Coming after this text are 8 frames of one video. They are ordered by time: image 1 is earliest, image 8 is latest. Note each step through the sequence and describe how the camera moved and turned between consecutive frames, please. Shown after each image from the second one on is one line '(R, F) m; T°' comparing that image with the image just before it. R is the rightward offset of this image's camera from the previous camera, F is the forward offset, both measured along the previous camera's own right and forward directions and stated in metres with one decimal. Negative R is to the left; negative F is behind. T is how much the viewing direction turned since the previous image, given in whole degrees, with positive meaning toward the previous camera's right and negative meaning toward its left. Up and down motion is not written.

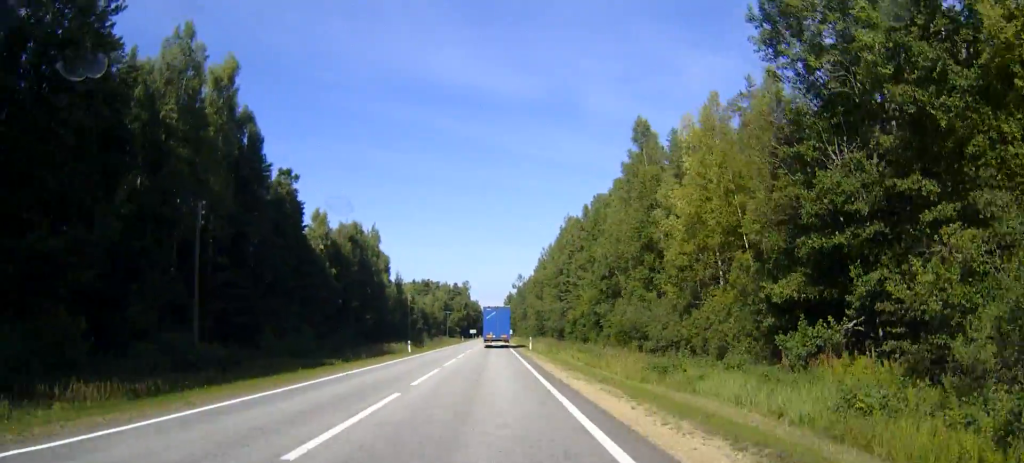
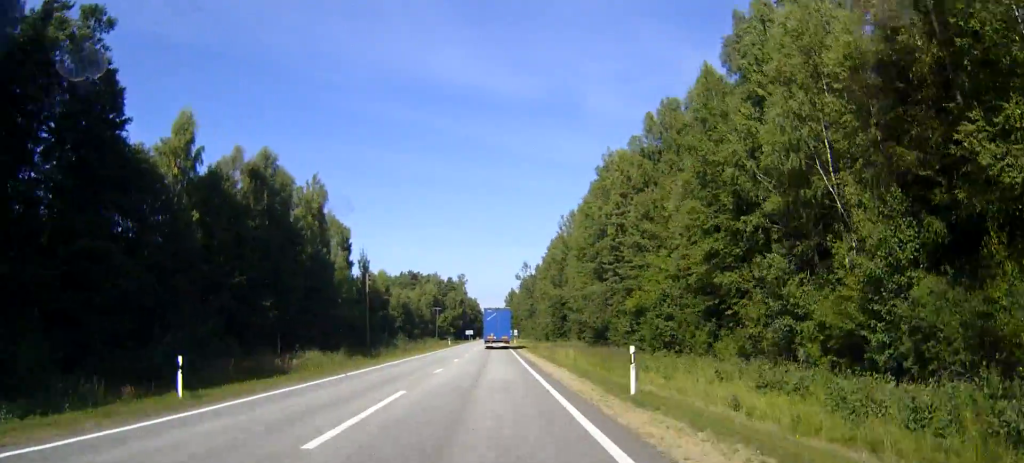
(0.0, +46.9) m; 0°
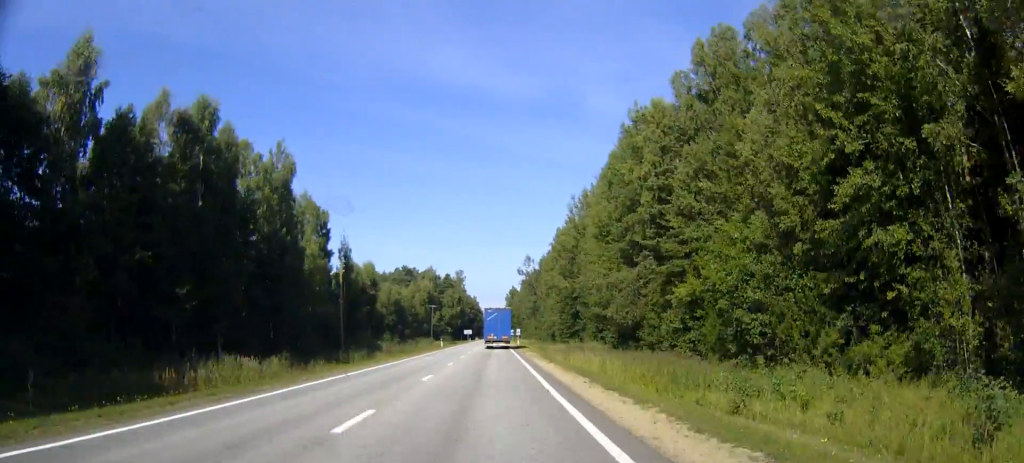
(0.0, +16.8) m; 0°
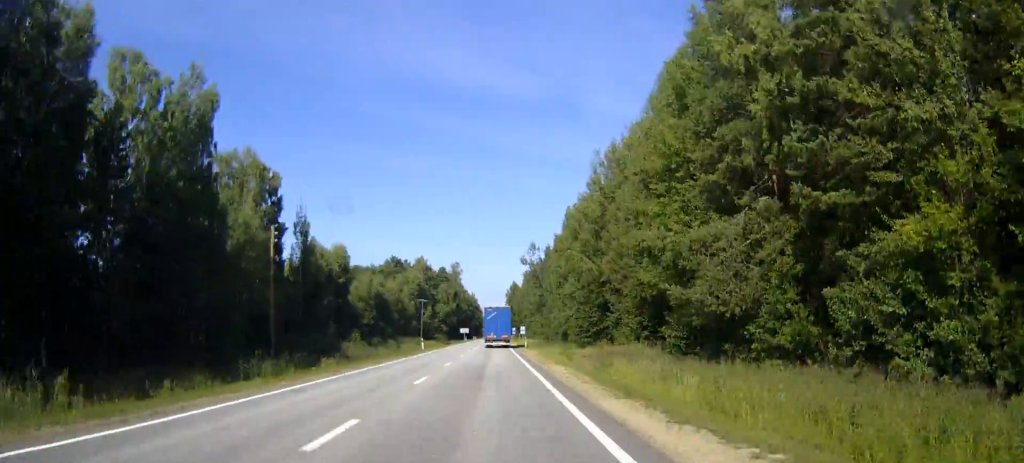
(0.0, +25.4) m; 0°
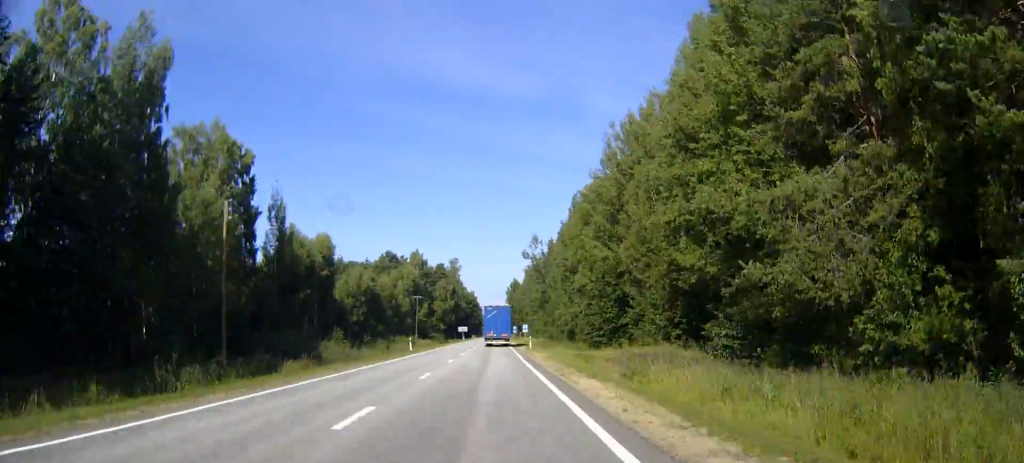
(0.0, +10.3) m; 0°
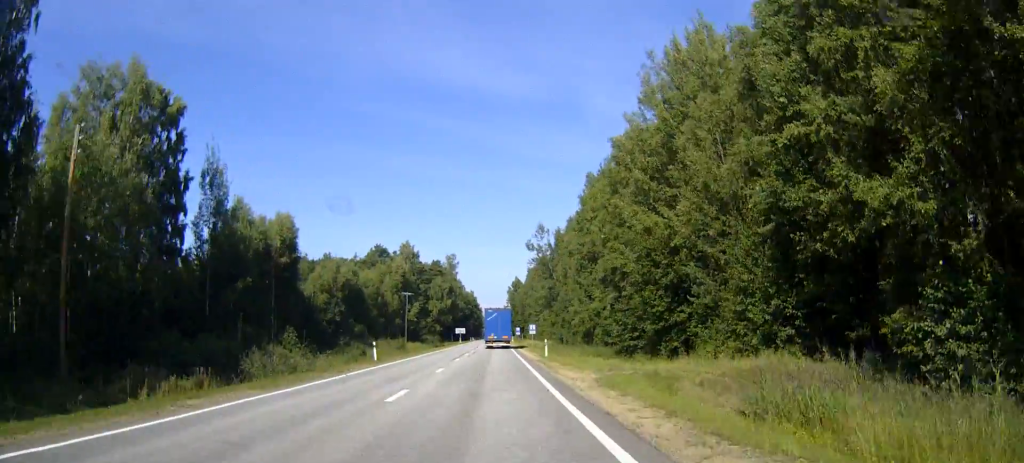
(0.0, +19.1) m; 0°
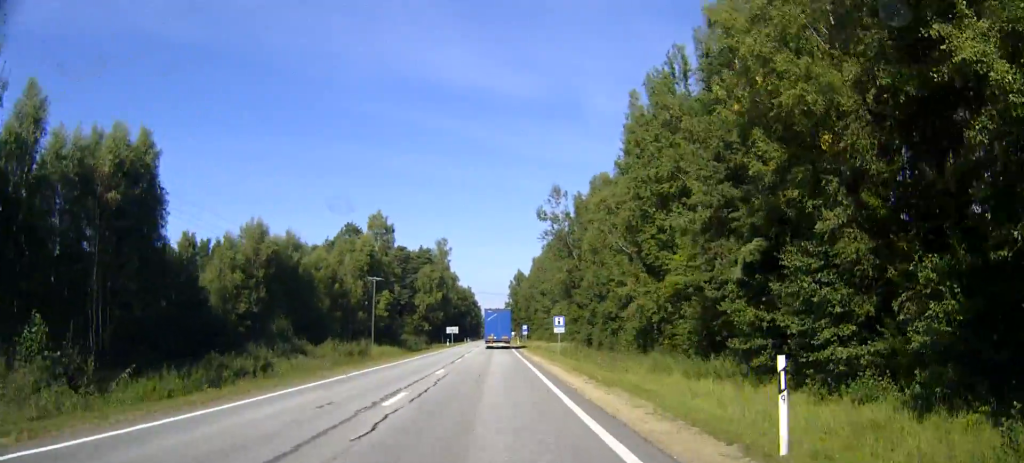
(+0.1, +36.7) m; 0°
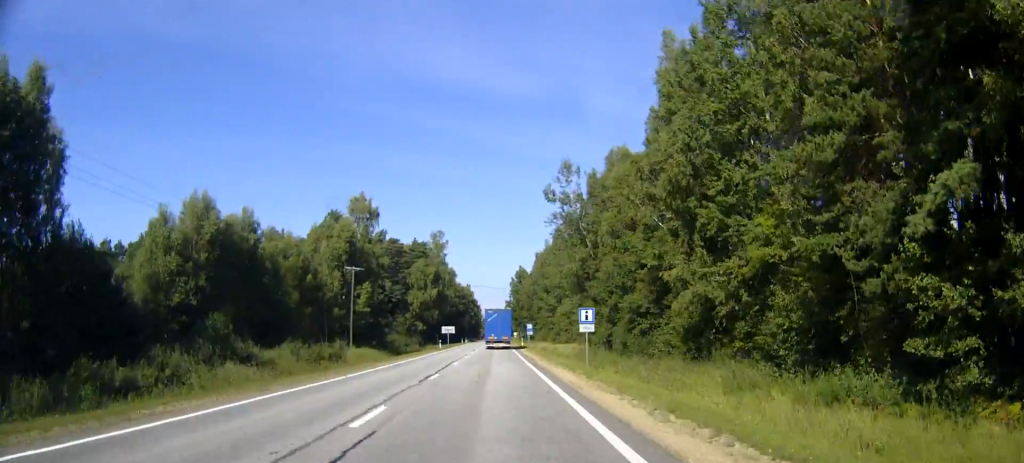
(0.0, +15.2) m; 0°
